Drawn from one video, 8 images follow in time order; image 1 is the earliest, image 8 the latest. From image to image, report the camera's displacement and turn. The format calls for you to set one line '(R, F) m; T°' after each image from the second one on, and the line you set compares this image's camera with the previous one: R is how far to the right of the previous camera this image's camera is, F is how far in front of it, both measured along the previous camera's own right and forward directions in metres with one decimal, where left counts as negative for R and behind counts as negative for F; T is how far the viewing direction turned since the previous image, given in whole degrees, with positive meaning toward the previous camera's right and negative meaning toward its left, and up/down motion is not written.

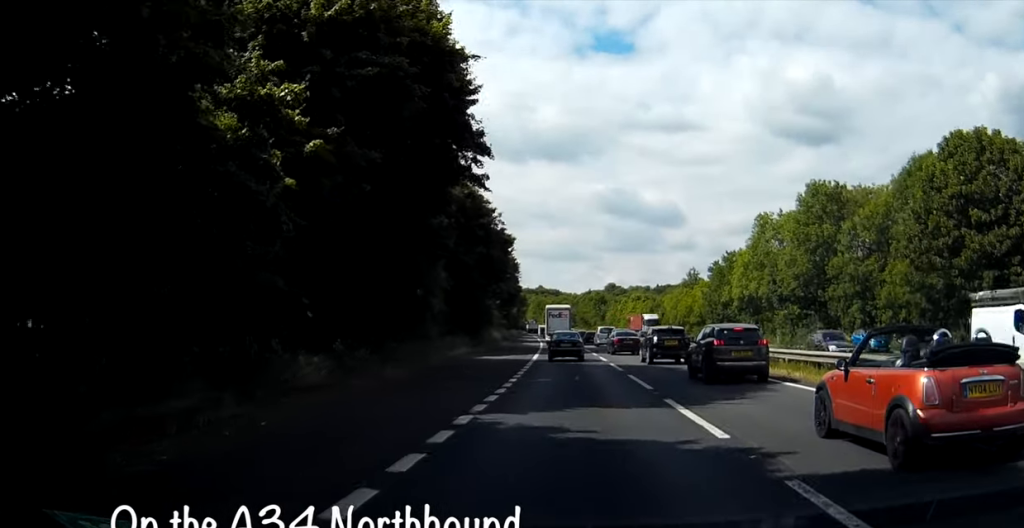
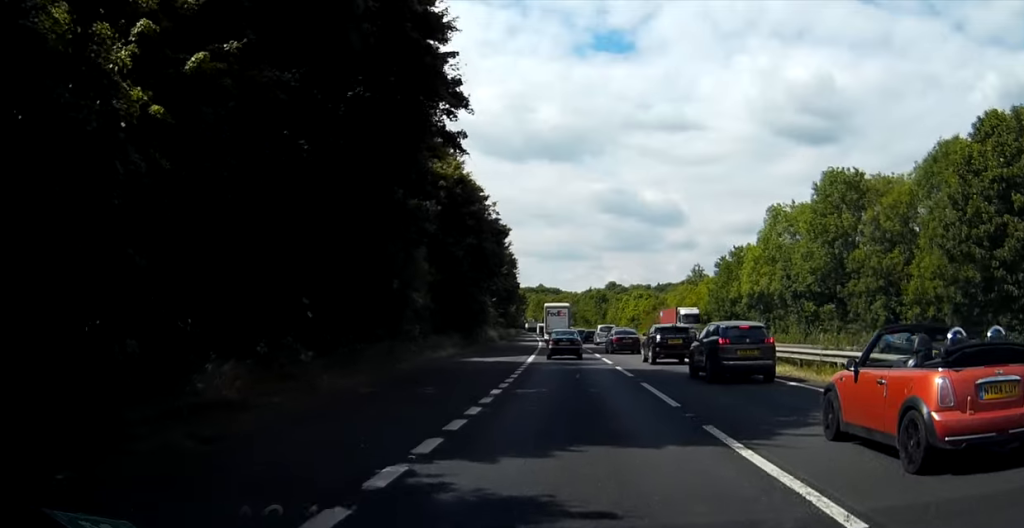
(-0.1, +4.8) m; -1°
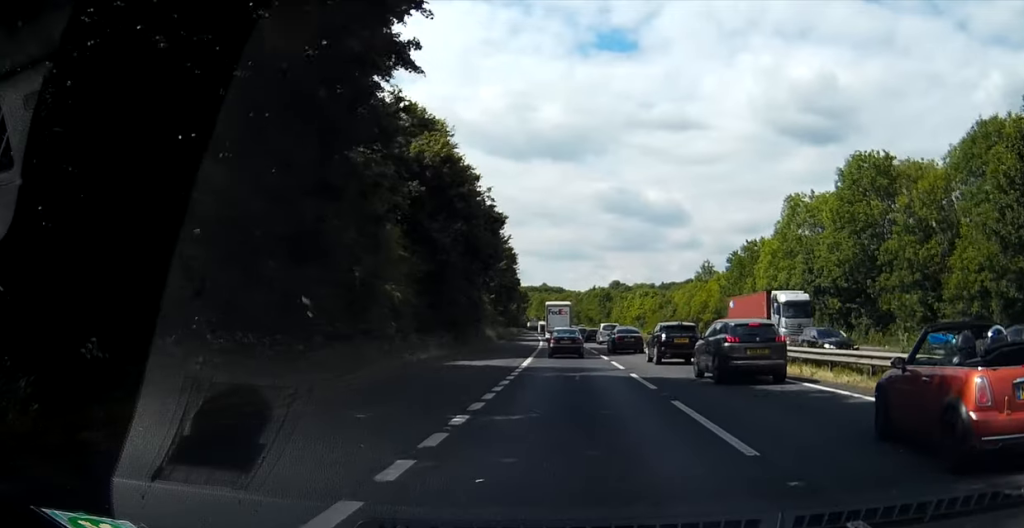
(-0.1, +5.9) m; -3°
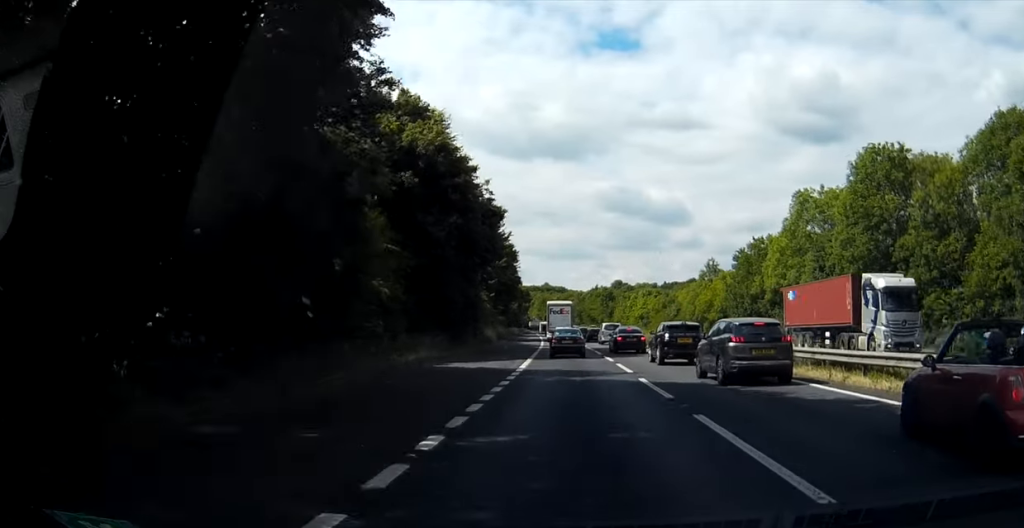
(-0.1, +2.5) m; -2°
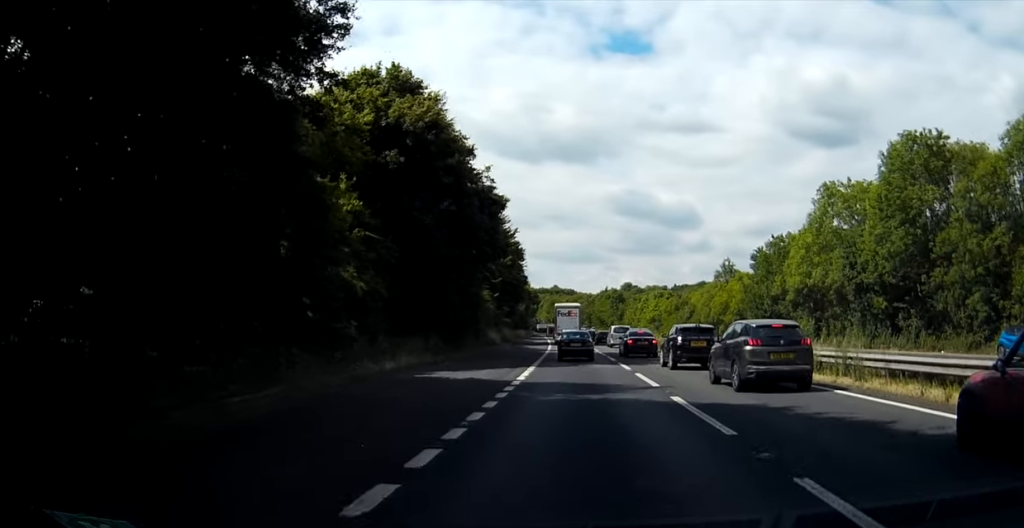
(-0.2, +5.2) m; -3°
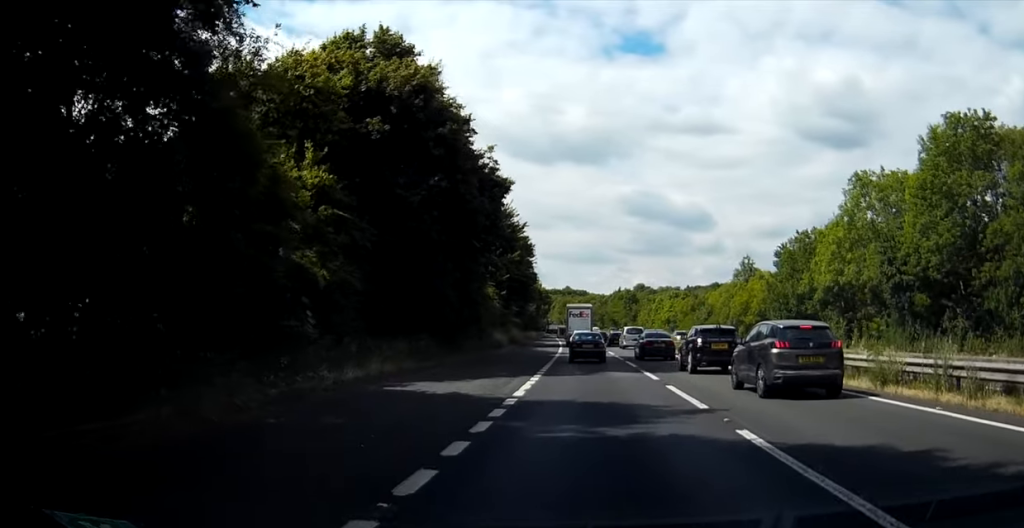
(-0.1, +5.5) m; -2°
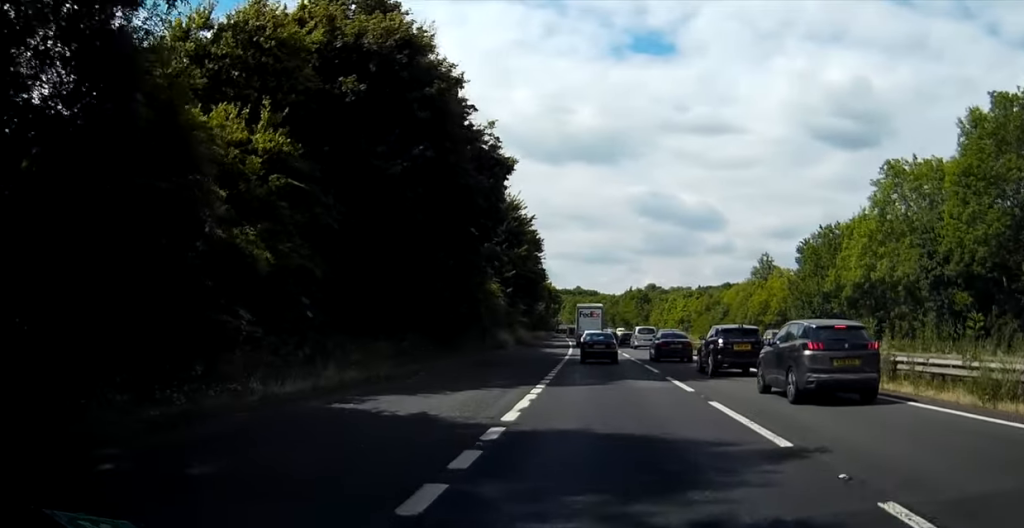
(0.0, +4.7) m; 0°
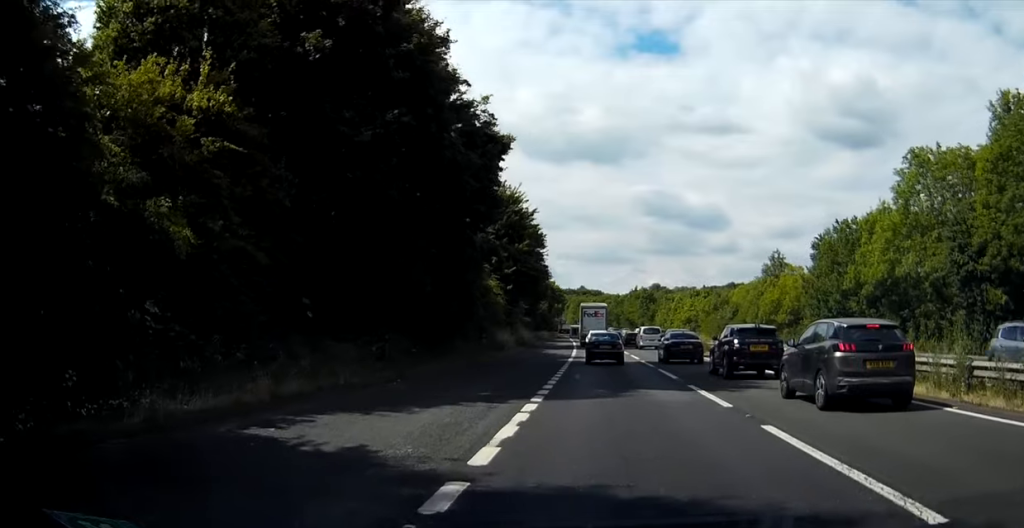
(+0.1, +3.8) m; 0°
